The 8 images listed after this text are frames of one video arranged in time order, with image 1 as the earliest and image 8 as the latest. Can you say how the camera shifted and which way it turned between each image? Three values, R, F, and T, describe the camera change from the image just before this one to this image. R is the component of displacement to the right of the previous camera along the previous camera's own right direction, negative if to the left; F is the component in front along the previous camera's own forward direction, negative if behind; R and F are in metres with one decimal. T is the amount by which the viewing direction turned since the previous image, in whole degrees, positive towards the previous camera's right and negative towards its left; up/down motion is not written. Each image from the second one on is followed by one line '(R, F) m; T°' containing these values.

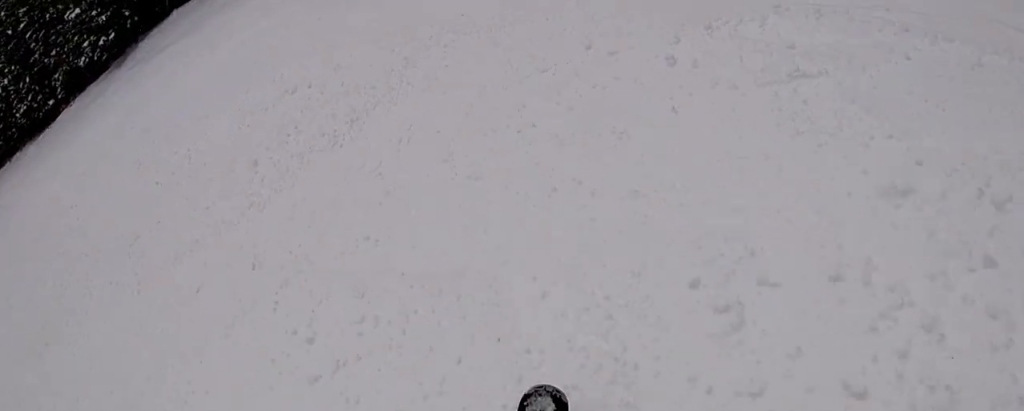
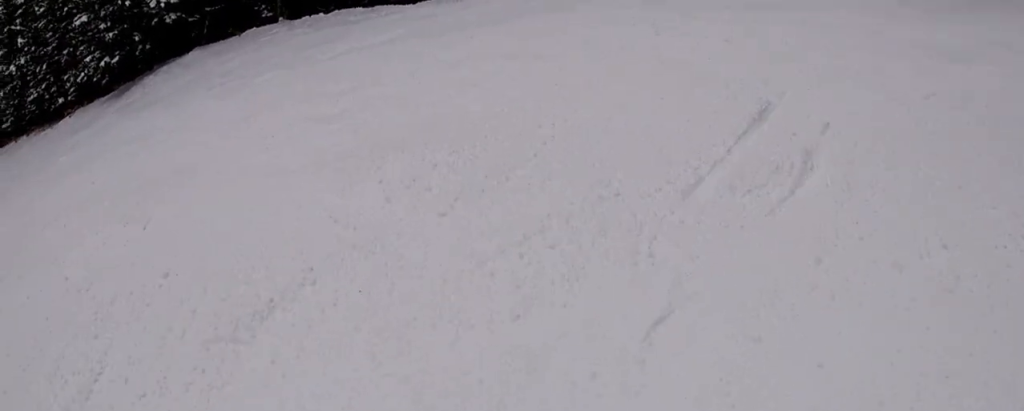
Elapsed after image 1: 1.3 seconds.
(+1.2, +7.0) m; +17°
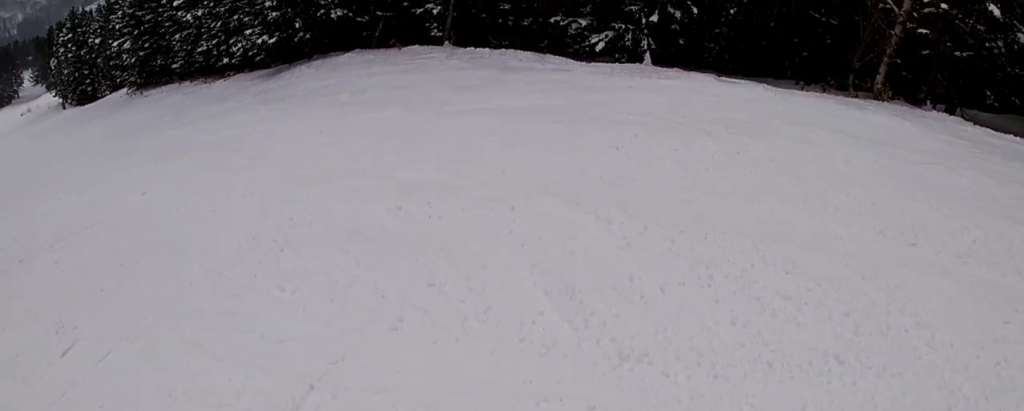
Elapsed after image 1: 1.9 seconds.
(+0.1, +3.4) m; -4°
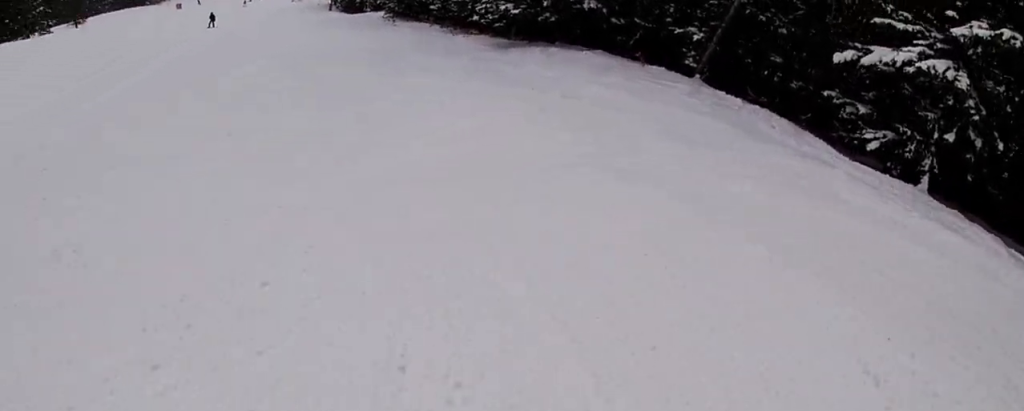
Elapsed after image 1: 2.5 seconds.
(0.0, +3.1) m; -12°
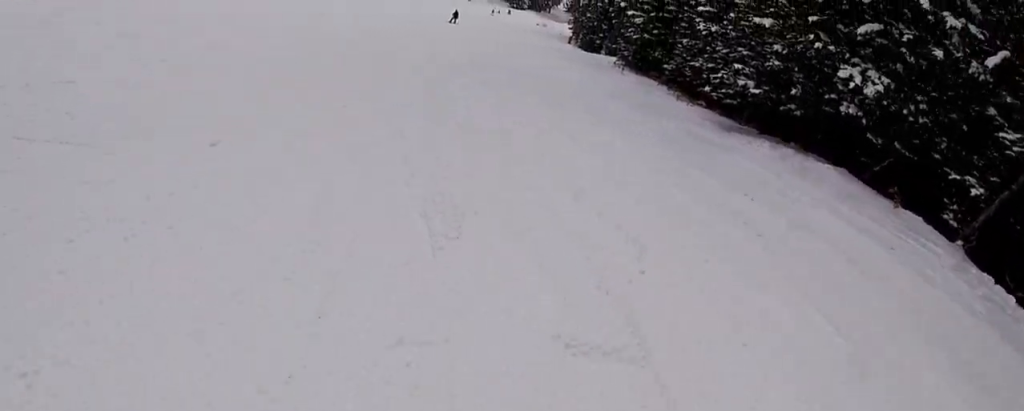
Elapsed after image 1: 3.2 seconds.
(-0.2, +3.0) m; -27°
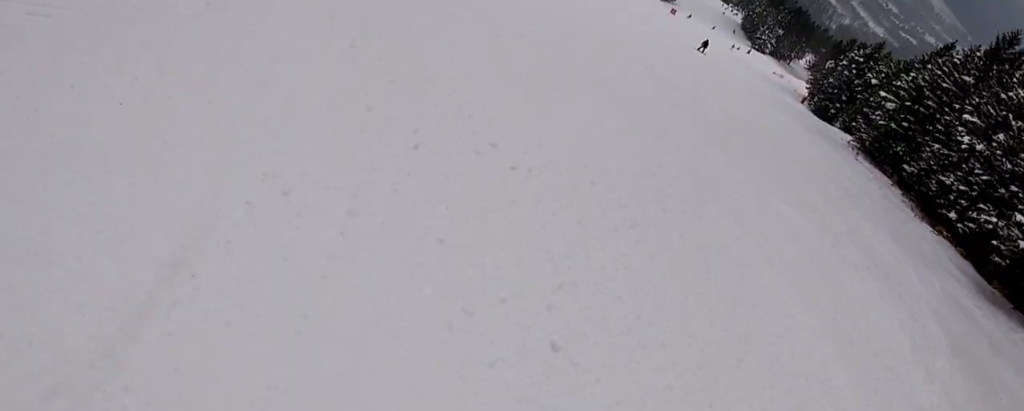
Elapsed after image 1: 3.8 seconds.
(-1.0, +2.7) m; -23°
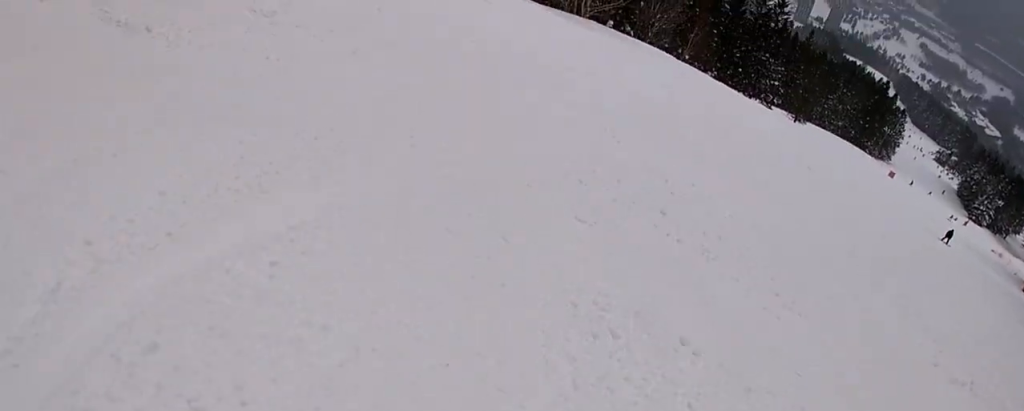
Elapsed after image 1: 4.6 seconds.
(-1.1, +3.9) m; -29°
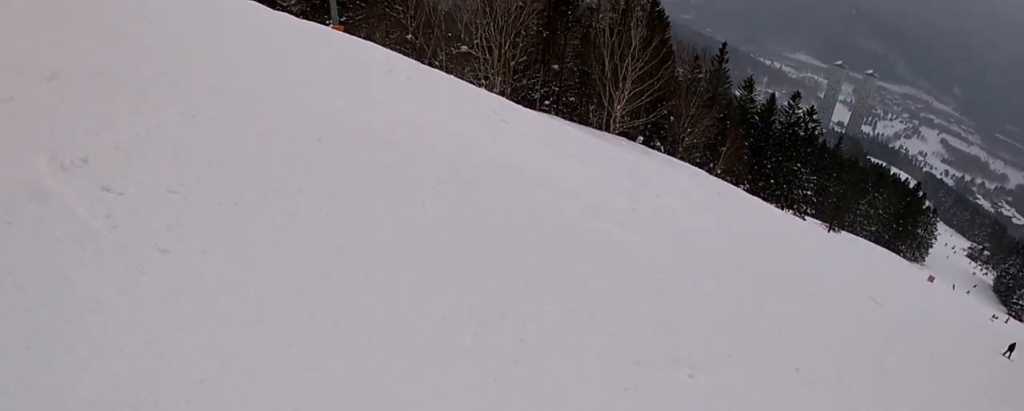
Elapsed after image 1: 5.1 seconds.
(-0.4, +2.3) m; -14°
